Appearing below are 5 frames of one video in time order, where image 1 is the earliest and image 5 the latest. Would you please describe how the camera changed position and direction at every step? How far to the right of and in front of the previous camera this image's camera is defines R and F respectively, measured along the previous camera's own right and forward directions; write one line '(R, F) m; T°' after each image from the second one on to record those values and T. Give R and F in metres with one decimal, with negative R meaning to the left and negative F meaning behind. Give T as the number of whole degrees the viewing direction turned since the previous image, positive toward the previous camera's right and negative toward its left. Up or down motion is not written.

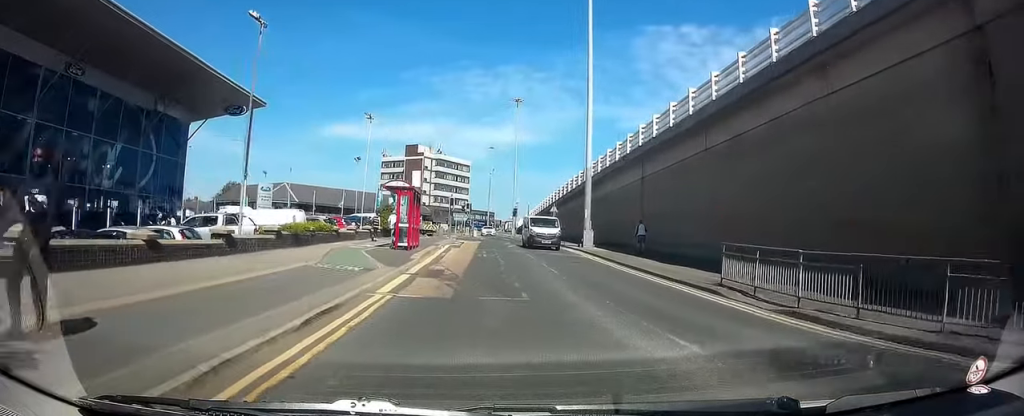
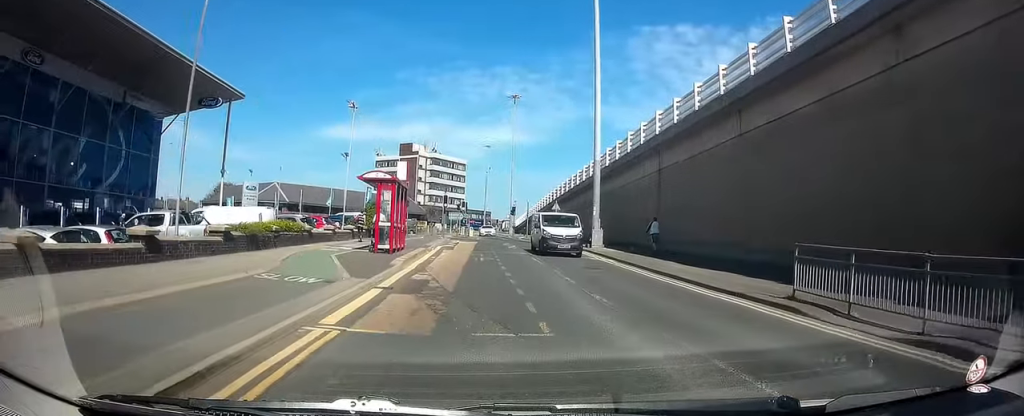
(+0.1, +4.0) m; -1°
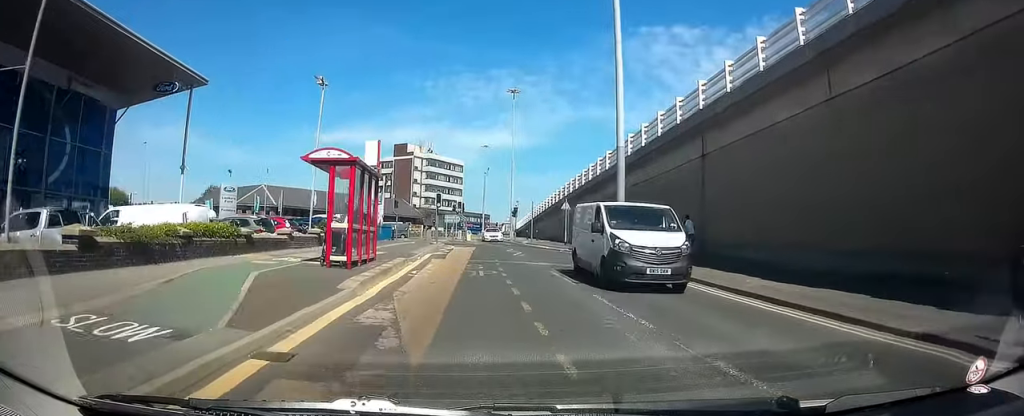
(-0.2, +6.4) m; 0°
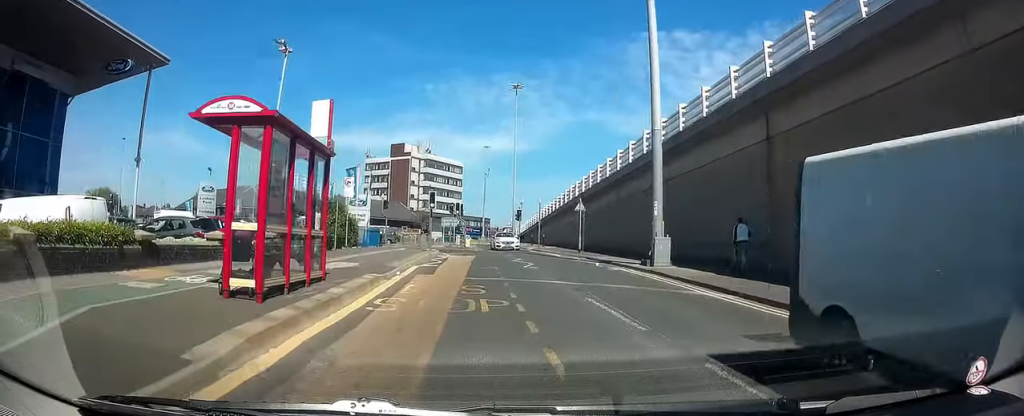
(0.0, +5.8) m; +1°
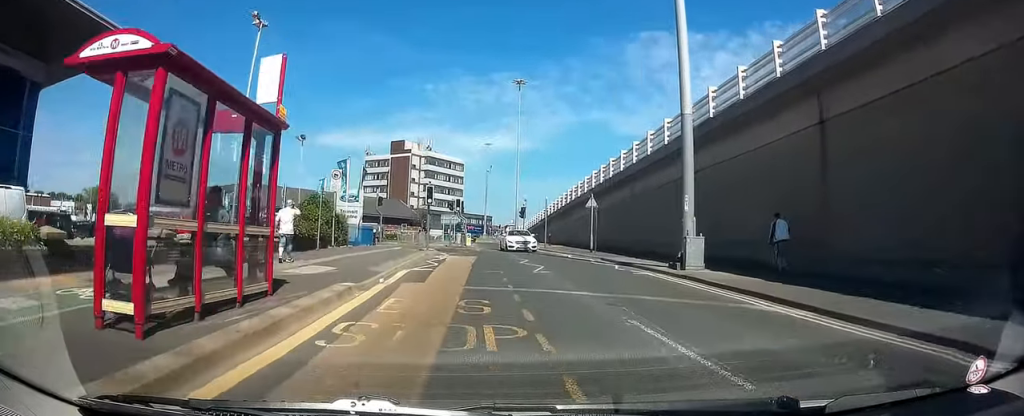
(+0.1, +3.2) m; +1°
